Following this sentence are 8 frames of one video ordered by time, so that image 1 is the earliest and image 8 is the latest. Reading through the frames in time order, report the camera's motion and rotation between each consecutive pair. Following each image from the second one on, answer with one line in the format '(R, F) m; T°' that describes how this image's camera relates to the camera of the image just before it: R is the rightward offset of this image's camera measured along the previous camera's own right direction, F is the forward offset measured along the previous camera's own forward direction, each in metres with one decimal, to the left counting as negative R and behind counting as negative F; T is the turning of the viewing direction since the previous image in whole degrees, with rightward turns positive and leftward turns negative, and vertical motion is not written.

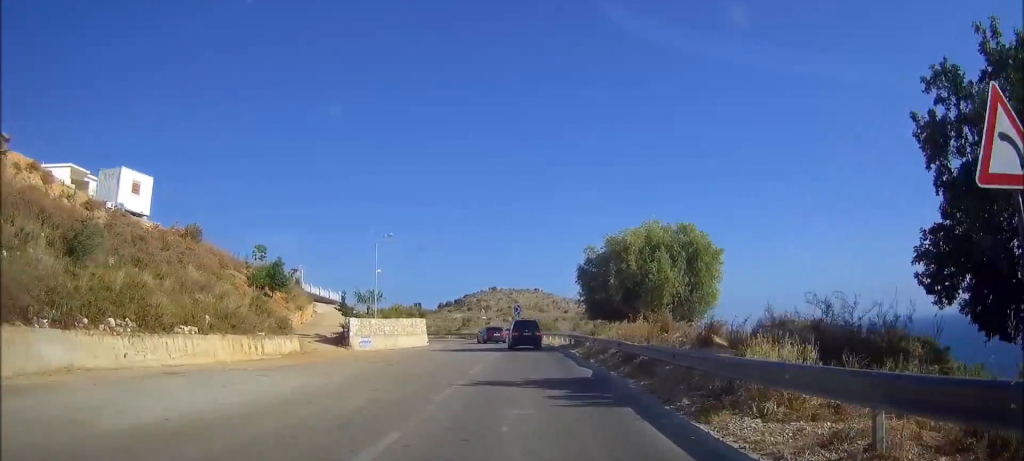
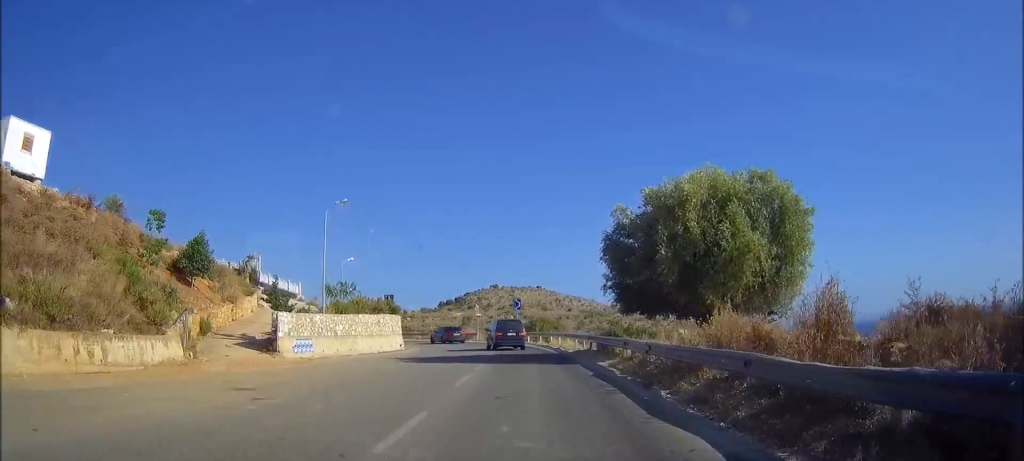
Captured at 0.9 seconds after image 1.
(-0.1, +12.2) m; -1°
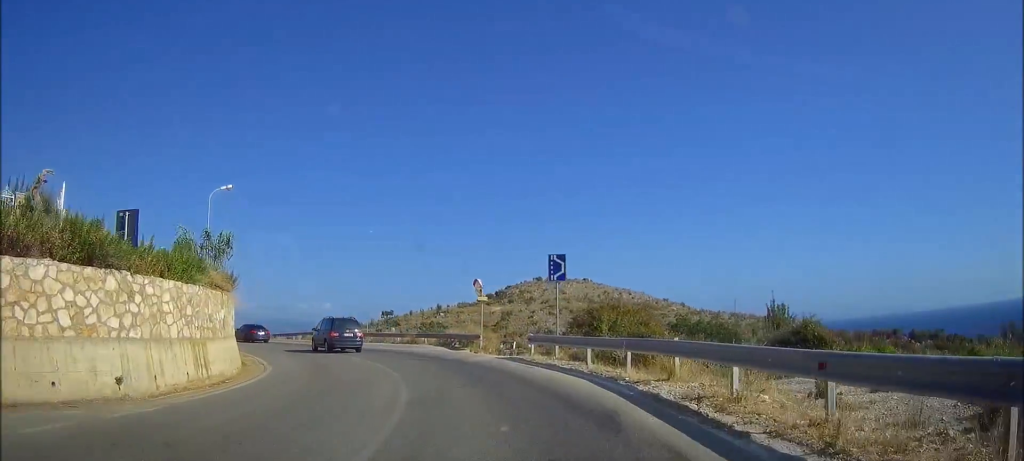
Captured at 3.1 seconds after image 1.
(-0.4, +31.6) m; -5°
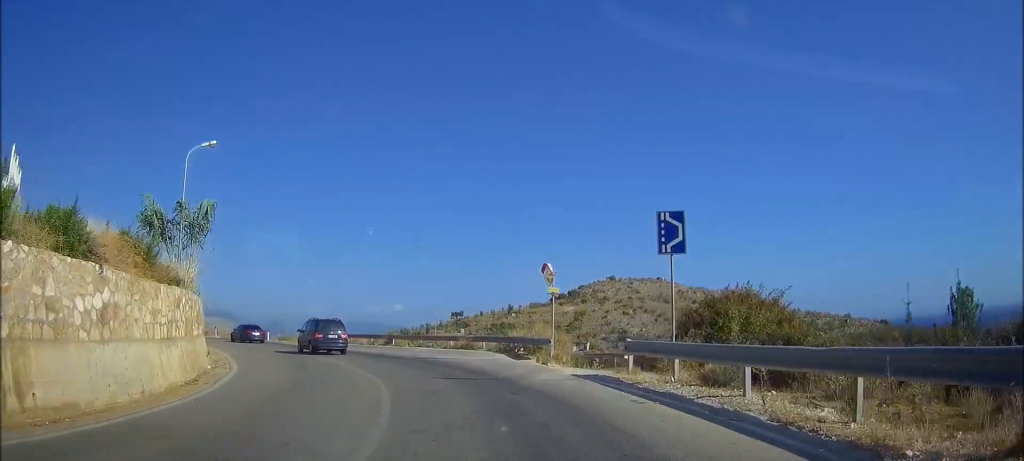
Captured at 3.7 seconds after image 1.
(-0.1, +8.3) m; -5°
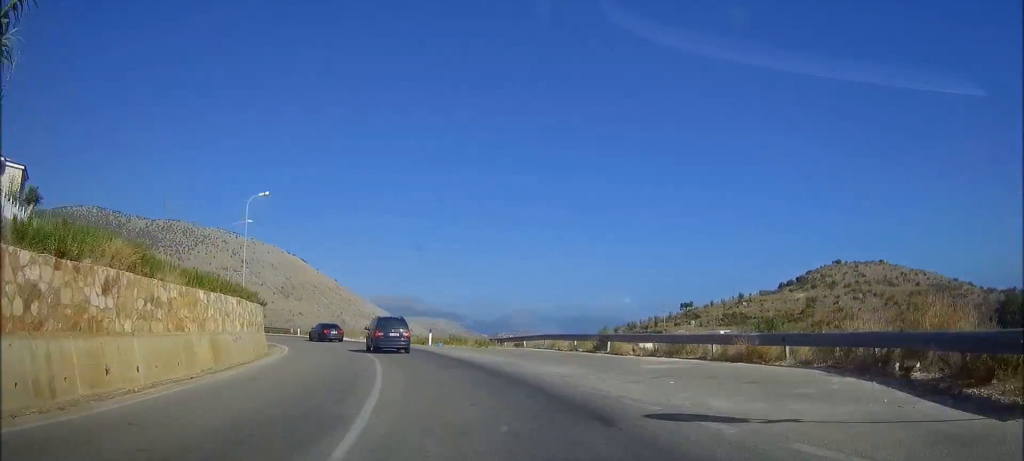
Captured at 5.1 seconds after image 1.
(-3.4, +16.9) m; -33°
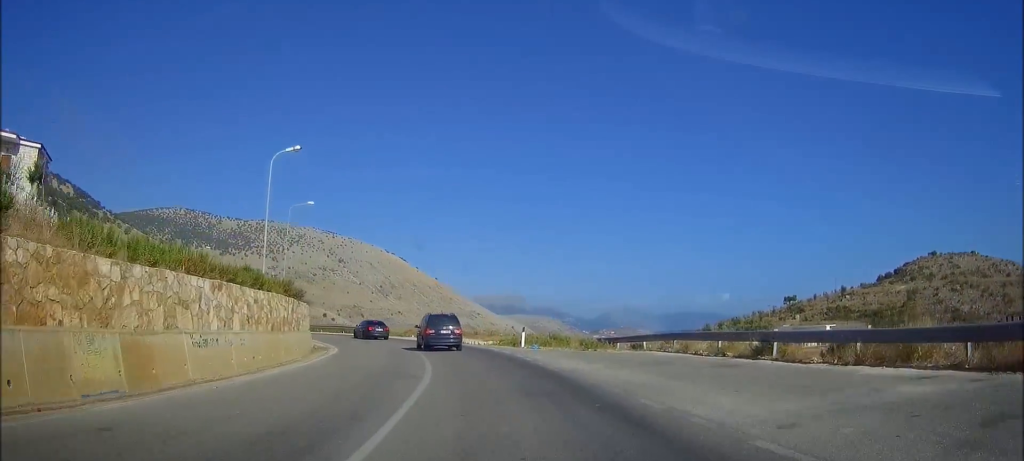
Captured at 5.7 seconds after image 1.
(-2.6, +8.4) m; -13°
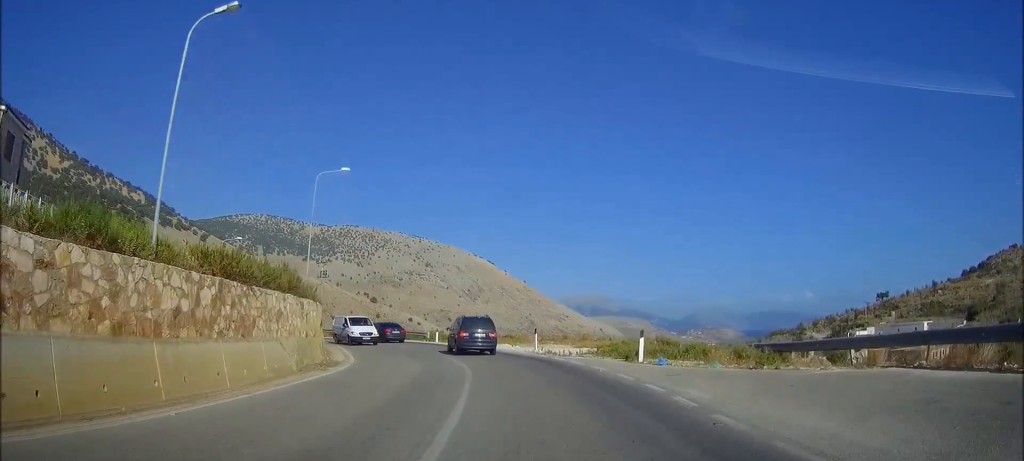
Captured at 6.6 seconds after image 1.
(-0.9, +12.5) m; -4°
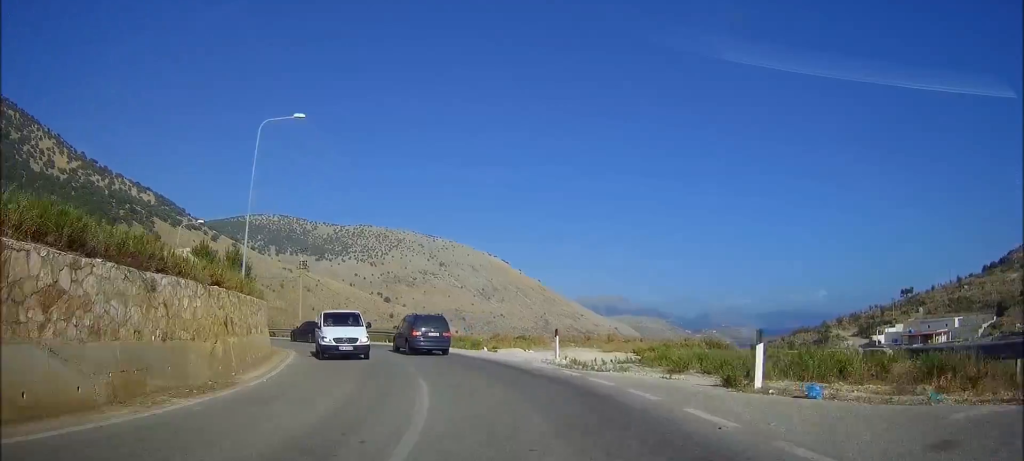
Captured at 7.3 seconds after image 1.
(0.0, +10.1) m; 0°
